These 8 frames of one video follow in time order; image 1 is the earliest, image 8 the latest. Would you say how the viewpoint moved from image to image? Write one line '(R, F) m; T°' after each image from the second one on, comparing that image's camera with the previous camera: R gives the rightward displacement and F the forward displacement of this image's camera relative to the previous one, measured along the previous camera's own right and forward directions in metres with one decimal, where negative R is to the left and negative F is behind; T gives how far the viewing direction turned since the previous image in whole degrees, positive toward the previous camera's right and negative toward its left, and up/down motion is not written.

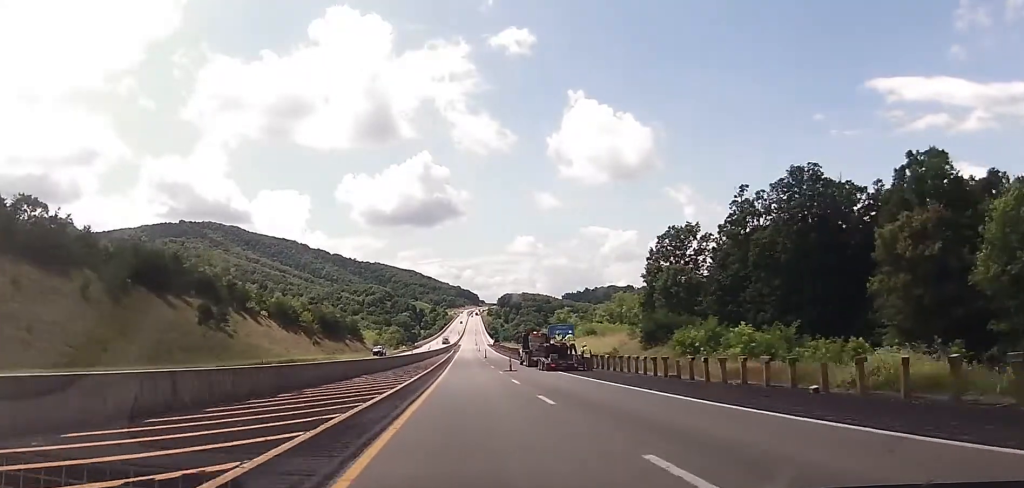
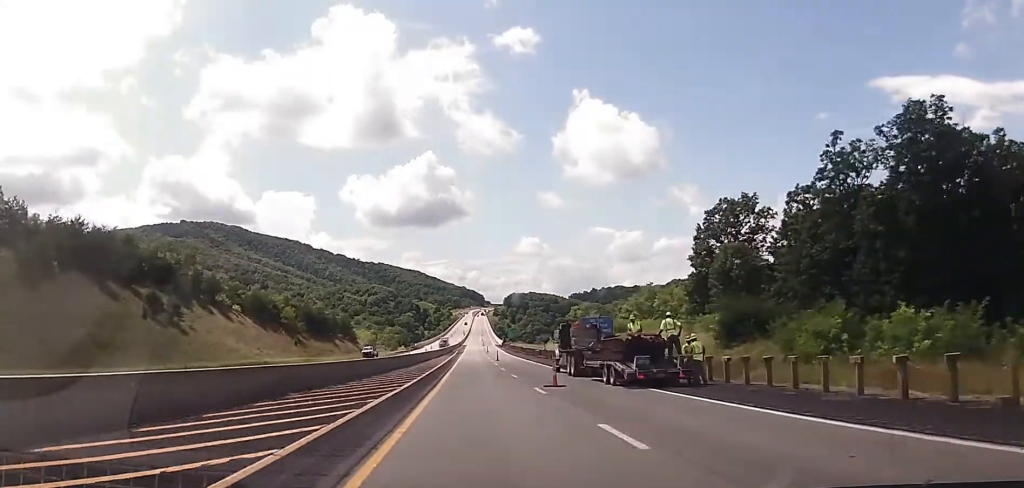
(+0.2, +20.6) m; +1°
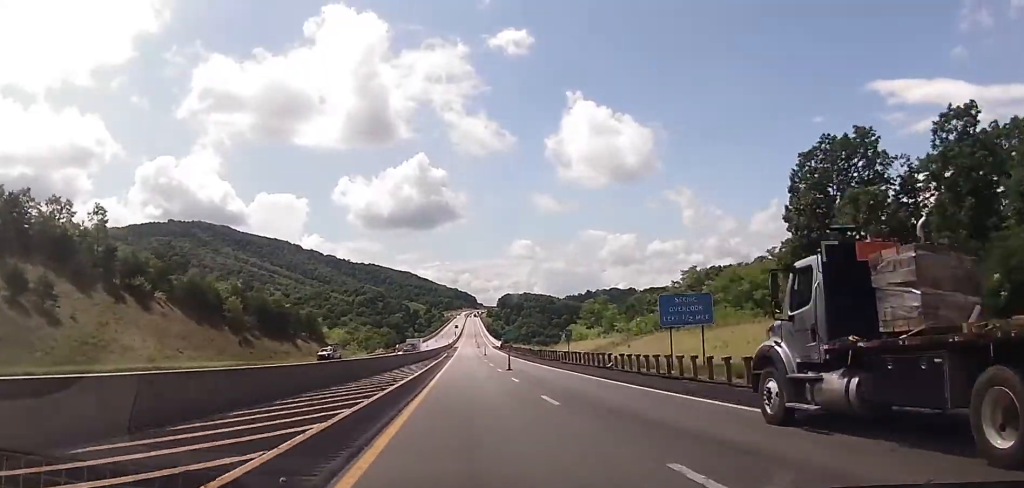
(+0.5, +29.4) m; 0°
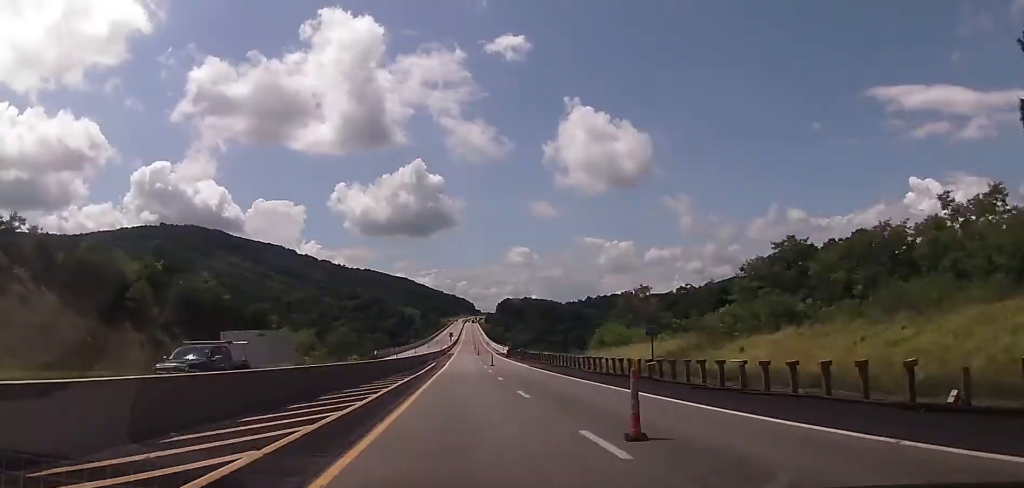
(-0.7, +32.5) m; 0°
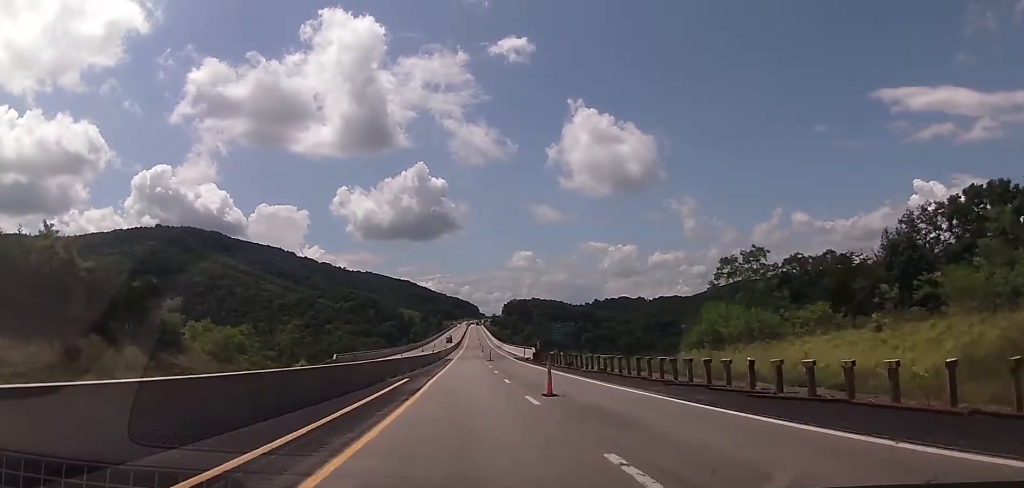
(+0.8, +39.6) m; +1°
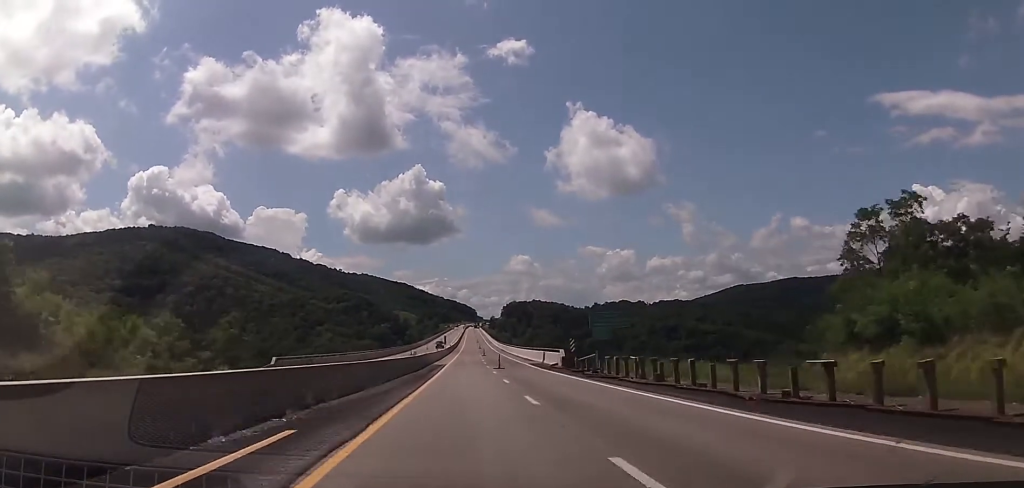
(0.0, +24.3) m; 0°
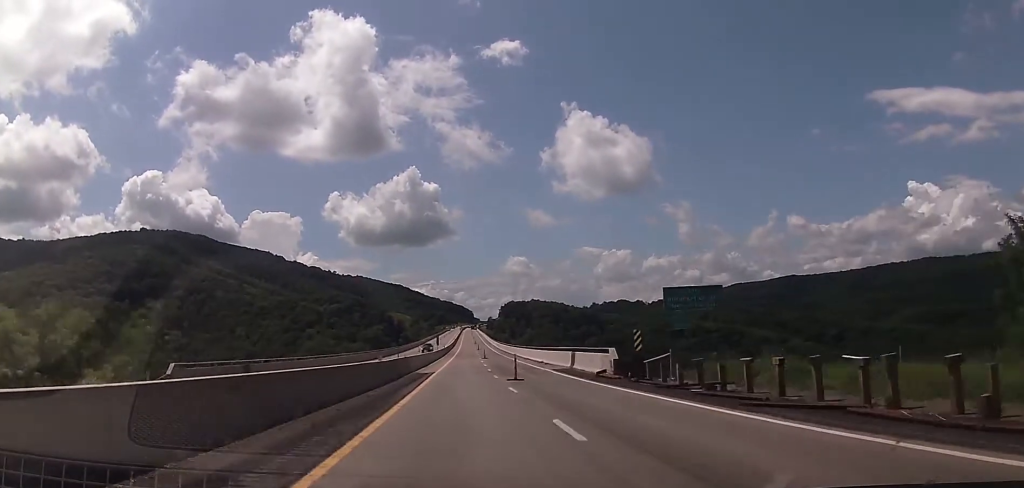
(-0.1, +19.2) m; 0°
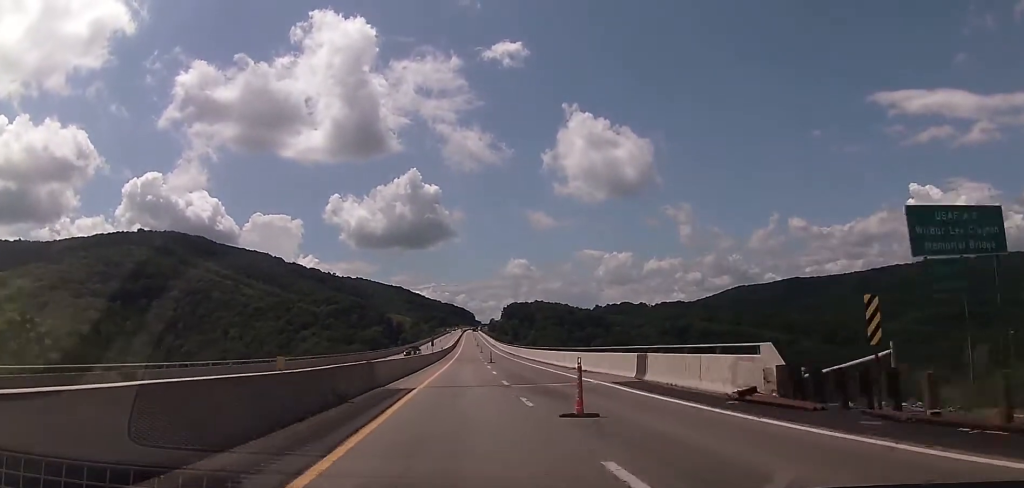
(-0.1, +17.8) m; 0°
